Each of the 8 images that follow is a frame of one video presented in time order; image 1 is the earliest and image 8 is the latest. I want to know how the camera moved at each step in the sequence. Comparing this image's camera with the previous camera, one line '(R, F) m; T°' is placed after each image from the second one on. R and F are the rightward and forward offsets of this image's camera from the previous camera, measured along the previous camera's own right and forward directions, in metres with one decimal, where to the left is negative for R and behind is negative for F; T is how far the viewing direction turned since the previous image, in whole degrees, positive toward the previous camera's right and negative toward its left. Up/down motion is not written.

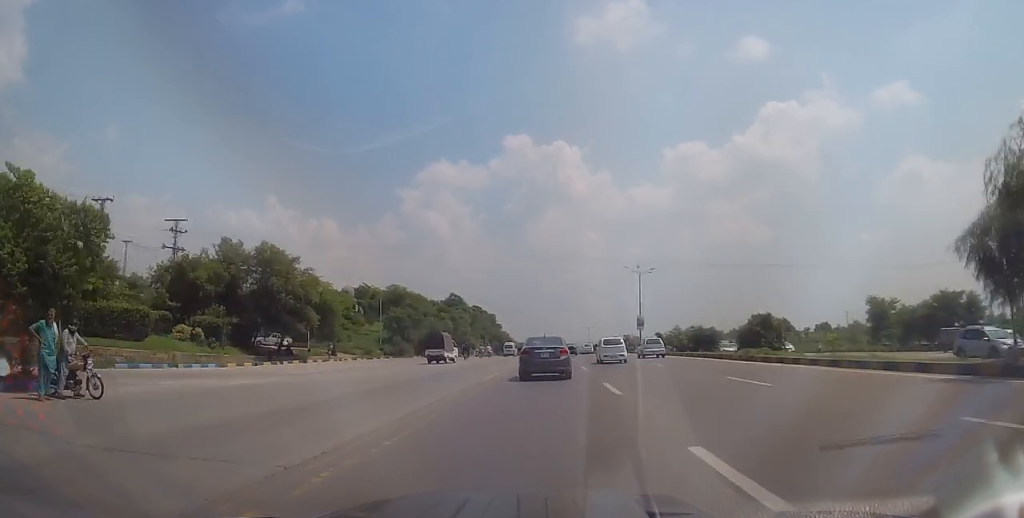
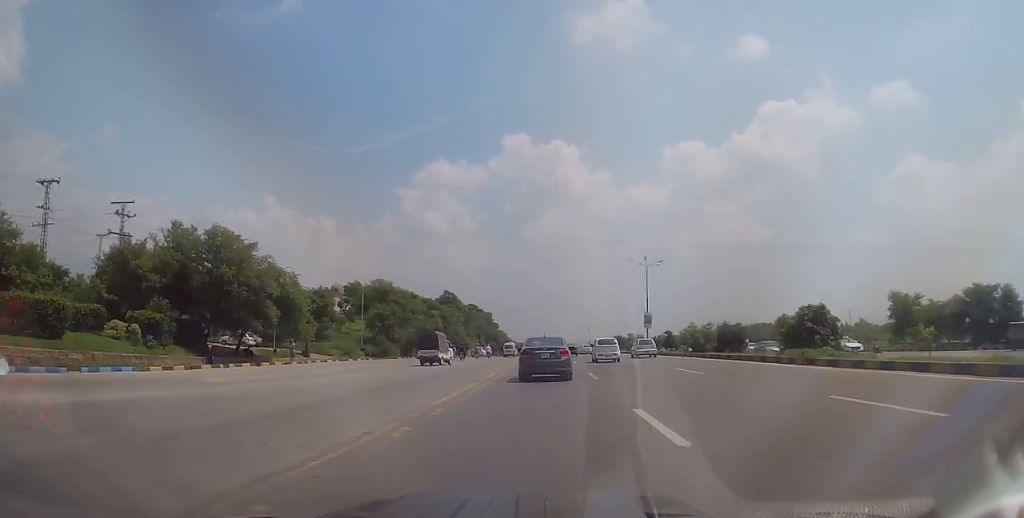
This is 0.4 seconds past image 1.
(-0.1, +7.2) m; -1°
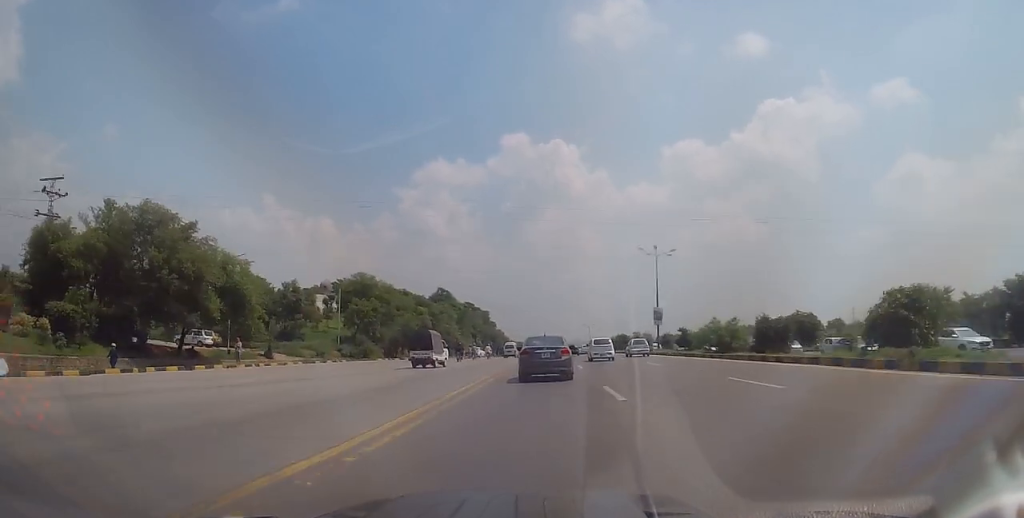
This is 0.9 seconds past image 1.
(0.0, +7.8) m; -1°
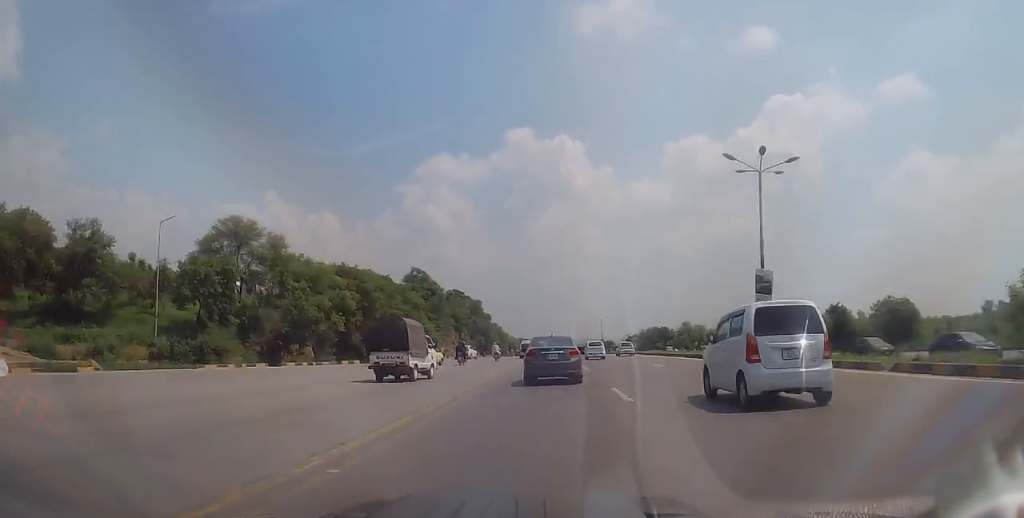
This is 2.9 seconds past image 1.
(+0.3, +32.6) m; +1°
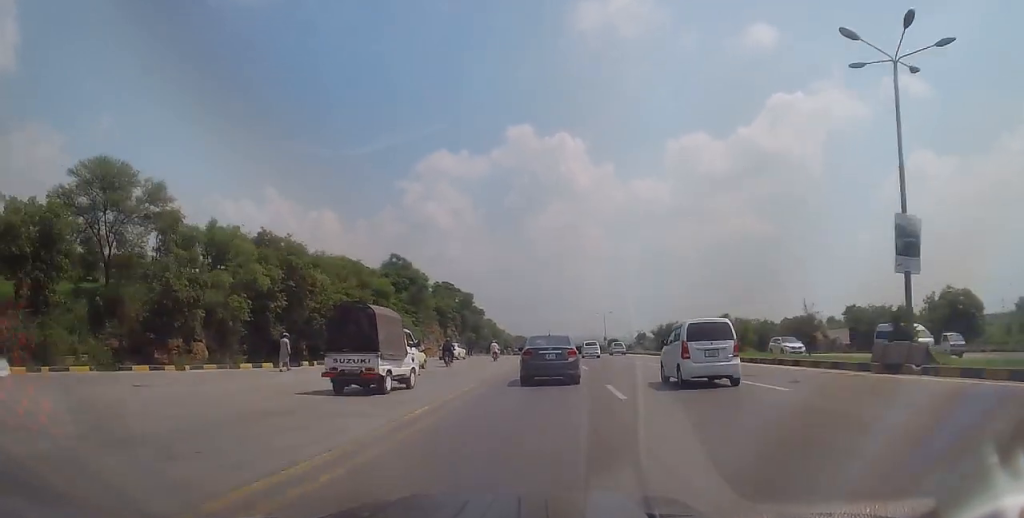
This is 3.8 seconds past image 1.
(-0.1, +14.9) m; +1°
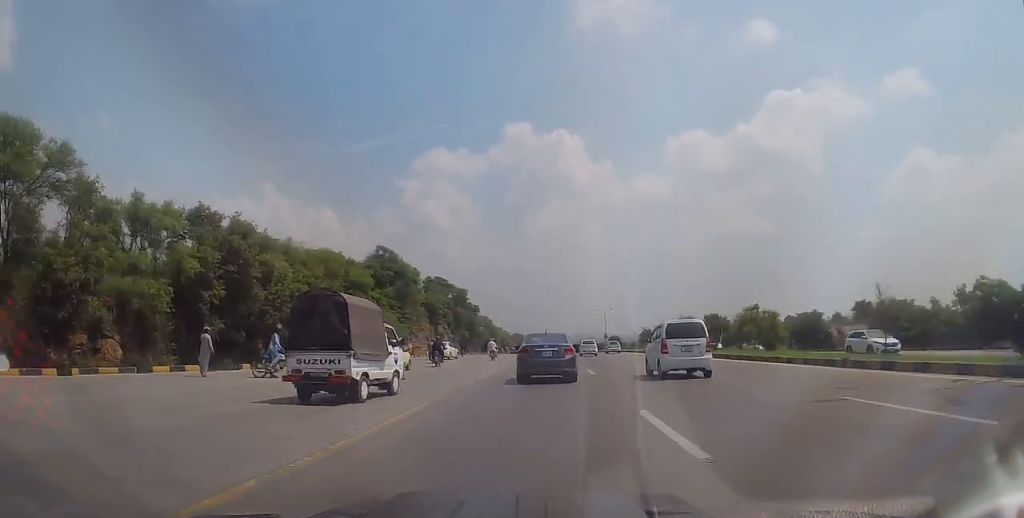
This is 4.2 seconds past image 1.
(0.0, +7.2) m; 0°
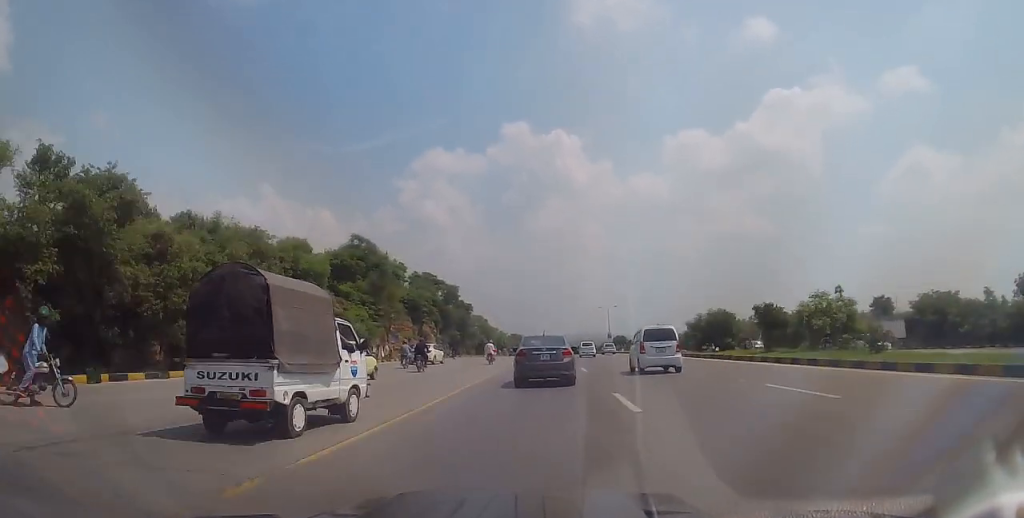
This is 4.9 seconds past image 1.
(+0.3, +11.6) m; 0°
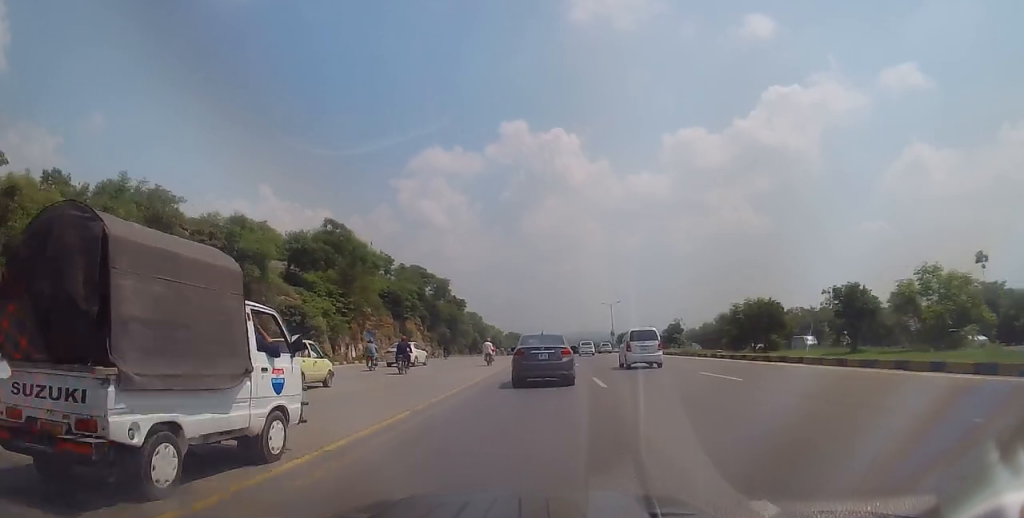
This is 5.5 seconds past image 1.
(-0.2, +10.0) m; 0°
